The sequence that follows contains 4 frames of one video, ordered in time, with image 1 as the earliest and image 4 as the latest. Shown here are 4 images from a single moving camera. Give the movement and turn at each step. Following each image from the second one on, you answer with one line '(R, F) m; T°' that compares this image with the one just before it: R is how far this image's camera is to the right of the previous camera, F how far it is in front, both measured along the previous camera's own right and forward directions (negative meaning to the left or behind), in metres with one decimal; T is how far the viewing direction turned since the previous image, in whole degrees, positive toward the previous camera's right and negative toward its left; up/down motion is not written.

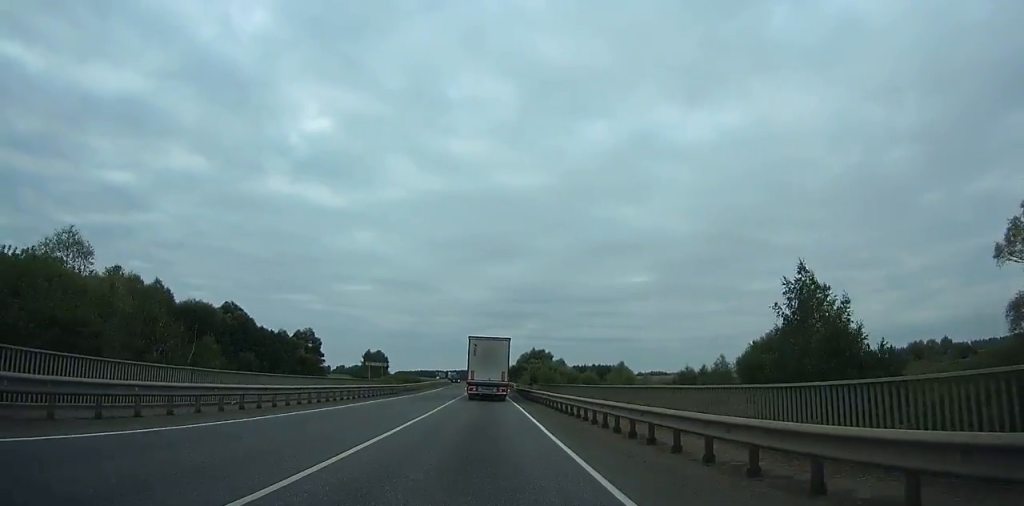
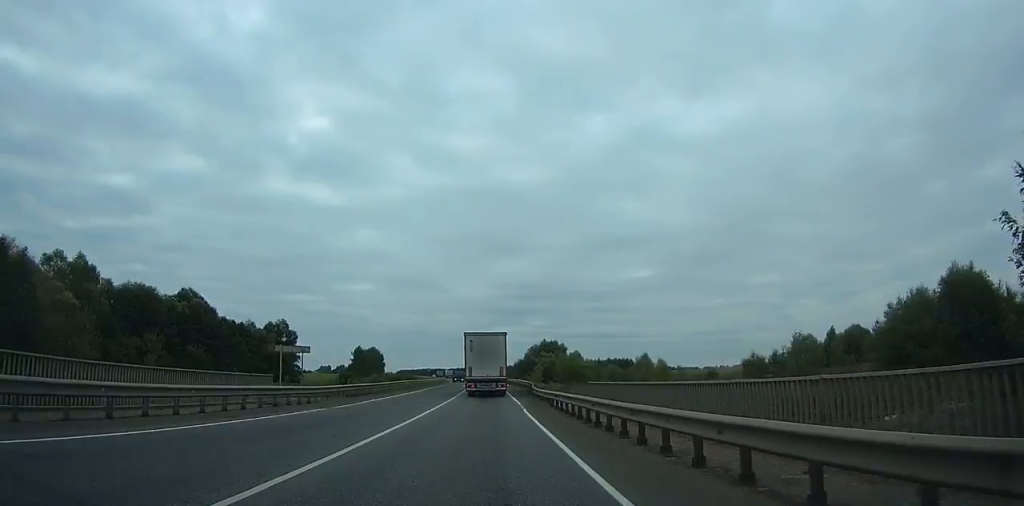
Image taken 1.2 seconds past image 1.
(-0.1, +25.1) m; -1°
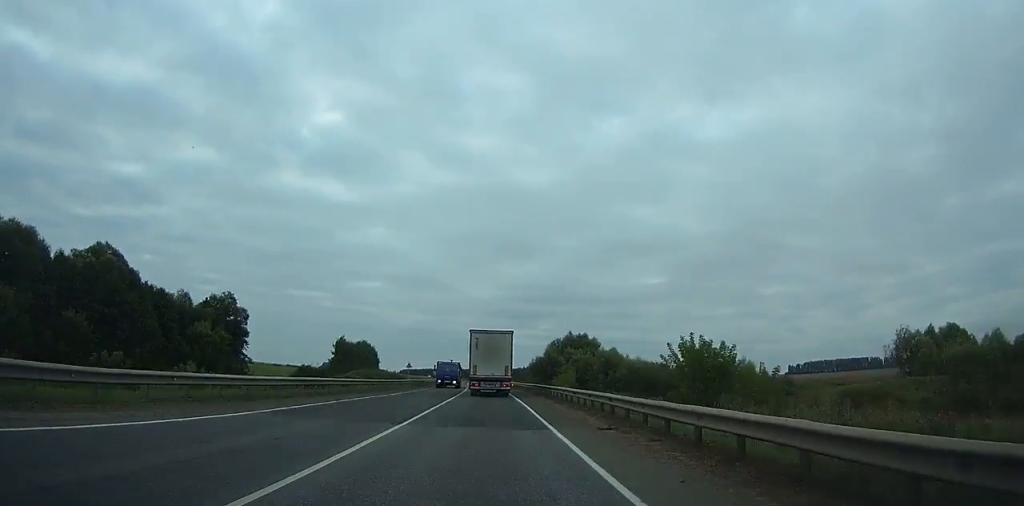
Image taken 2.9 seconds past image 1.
(-0.4, +35.8) m; -1°
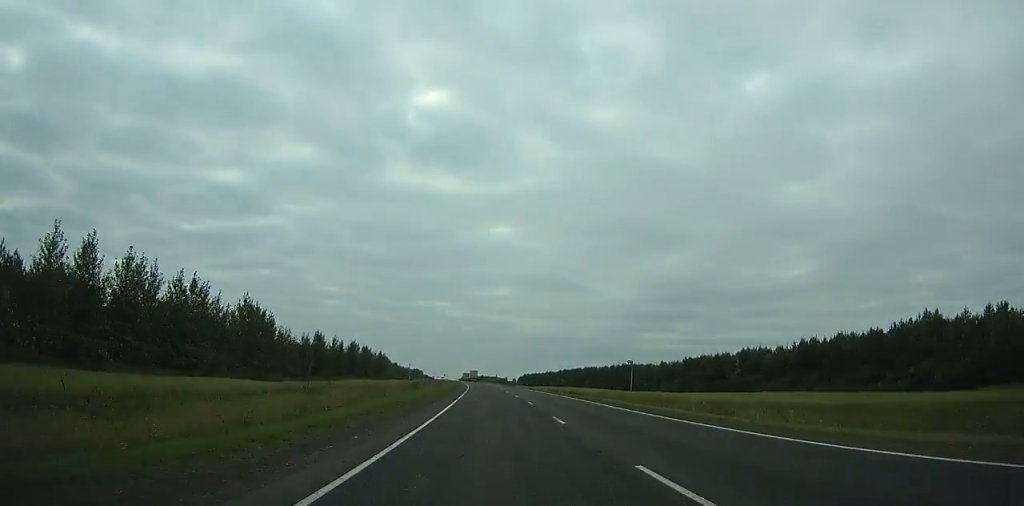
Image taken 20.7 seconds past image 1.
(-52.4, +428.3) m; -12°
